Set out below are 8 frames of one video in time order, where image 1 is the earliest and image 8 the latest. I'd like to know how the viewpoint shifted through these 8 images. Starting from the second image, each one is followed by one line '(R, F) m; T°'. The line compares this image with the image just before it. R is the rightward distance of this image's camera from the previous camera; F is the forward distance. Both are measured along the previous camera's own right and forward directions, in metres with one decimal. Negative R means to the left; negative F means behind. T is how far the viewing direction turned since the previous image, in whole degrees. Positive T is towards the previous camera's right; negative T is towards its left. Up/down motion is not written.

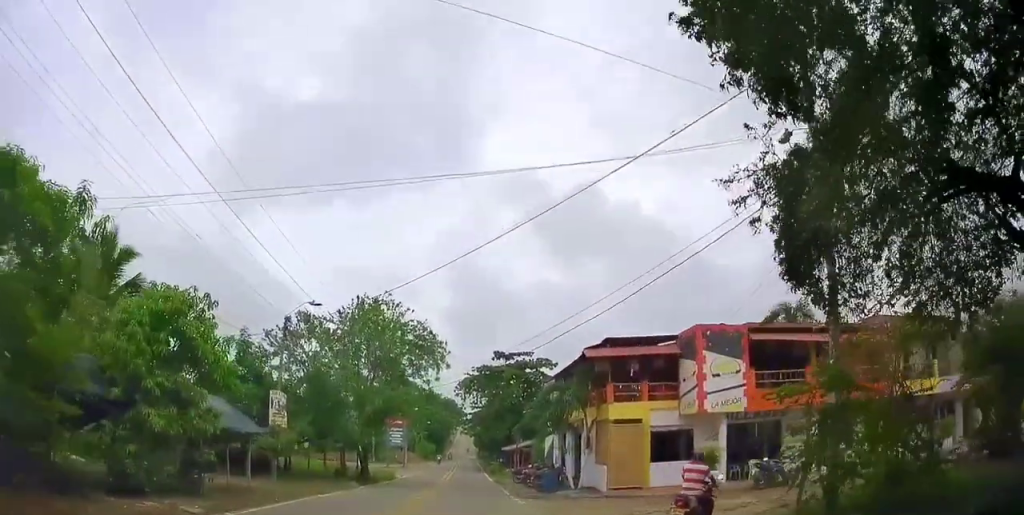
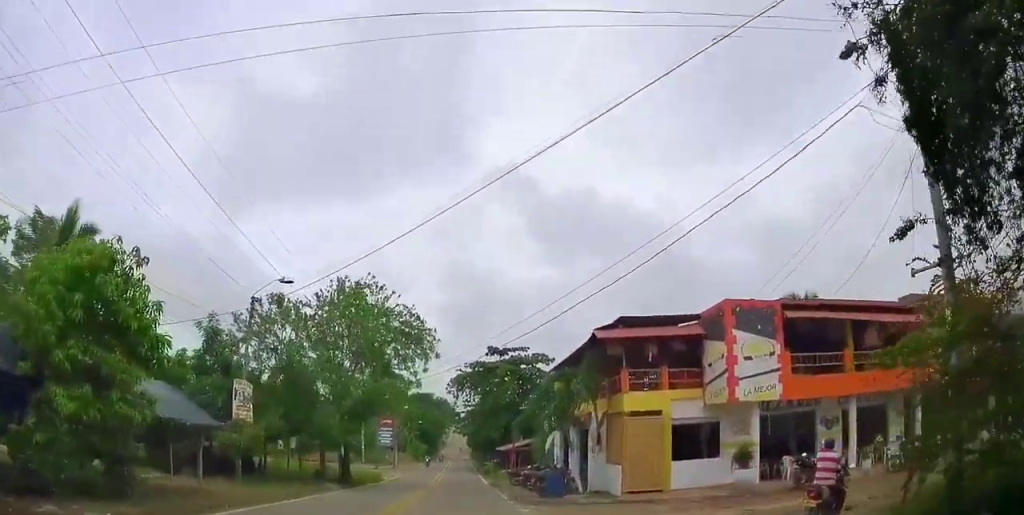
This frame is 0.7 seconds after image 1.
(0.0, +3.4) m; -2°
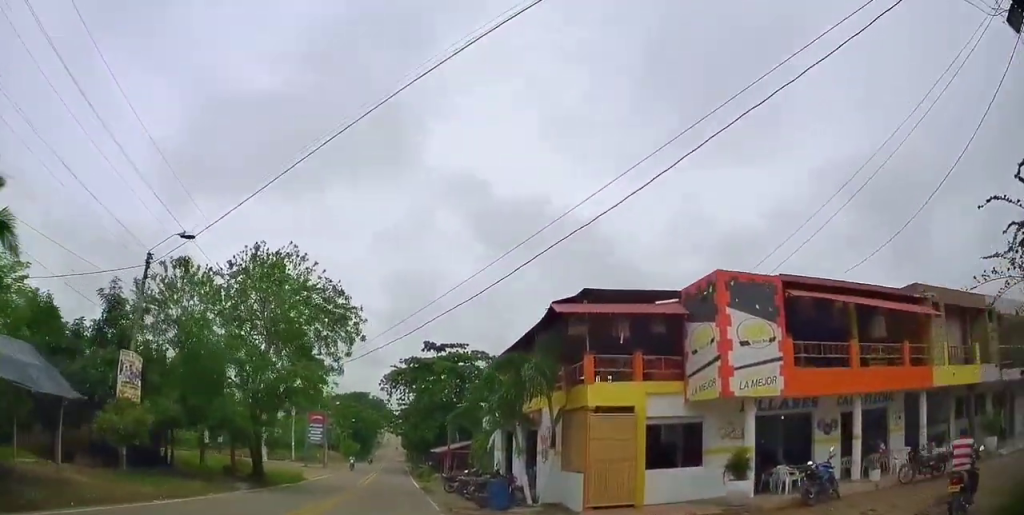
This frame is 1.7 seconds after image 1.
(-0.2, +4.7) m; -3°
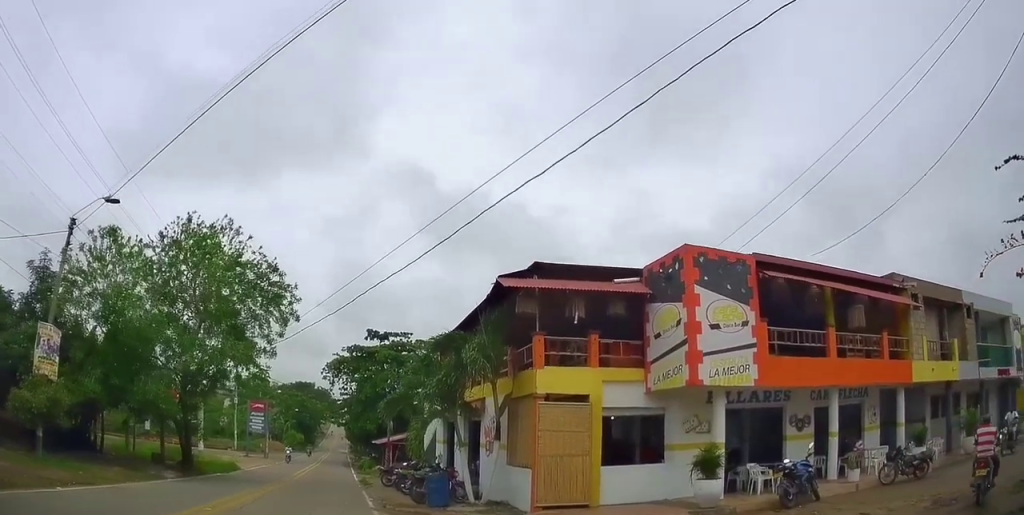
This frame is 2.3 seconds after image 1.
(-0.3, +2.4) m; +3°
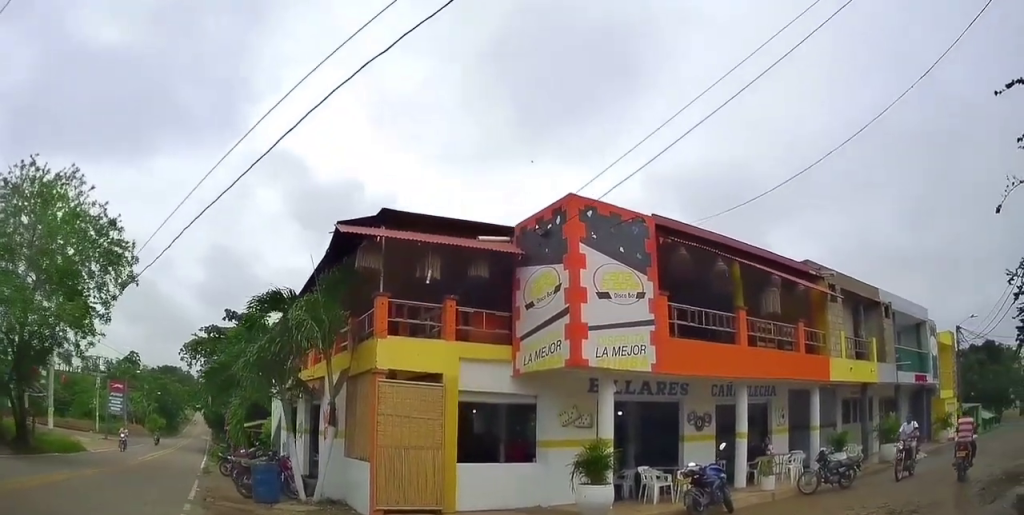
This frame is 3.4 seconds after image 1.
(+0.7, +4.2) m; +15°
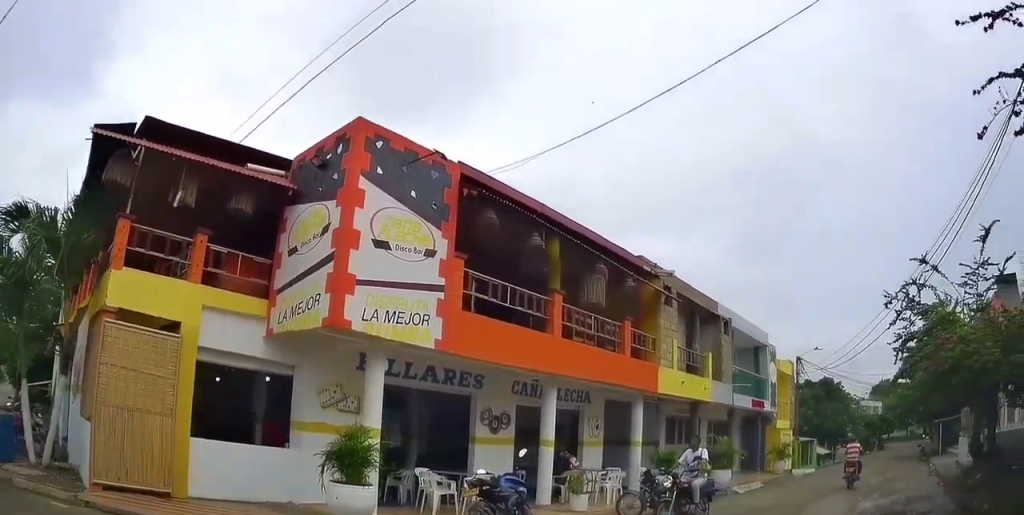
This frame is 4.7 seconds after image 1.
(+0.1, +3.4) m; +7°
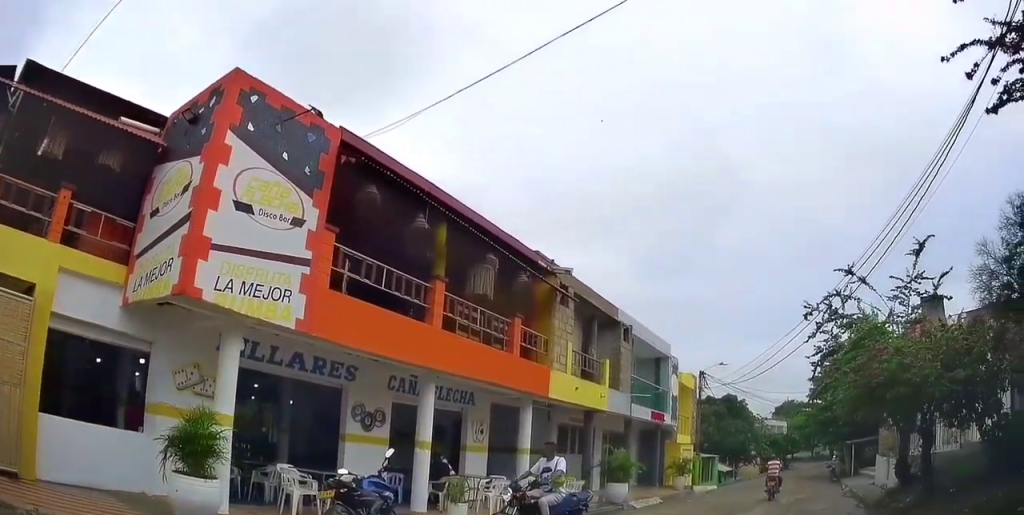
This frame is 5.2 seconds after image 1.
(0.0, +1.2) m; +8°
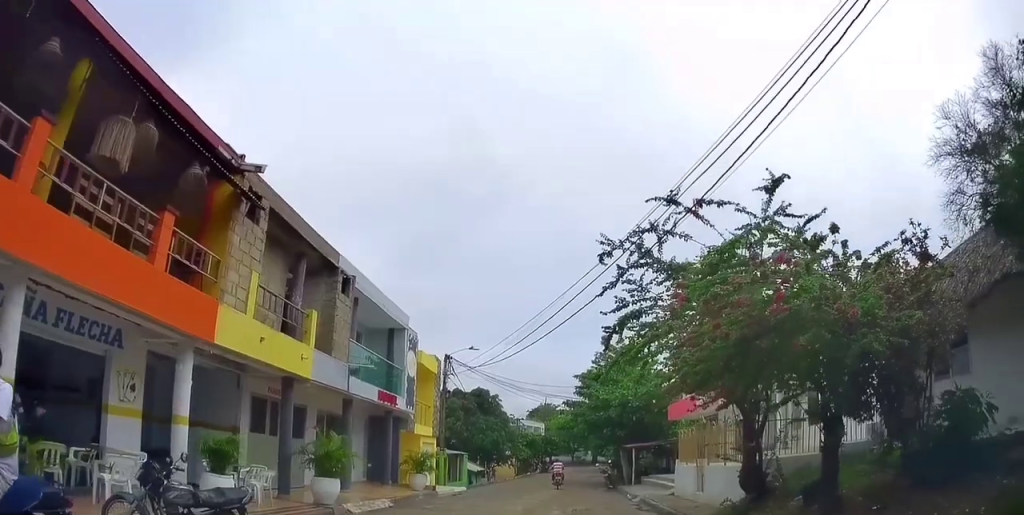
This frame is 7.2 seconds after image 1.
(+1.6, +3.3) m; +45°
